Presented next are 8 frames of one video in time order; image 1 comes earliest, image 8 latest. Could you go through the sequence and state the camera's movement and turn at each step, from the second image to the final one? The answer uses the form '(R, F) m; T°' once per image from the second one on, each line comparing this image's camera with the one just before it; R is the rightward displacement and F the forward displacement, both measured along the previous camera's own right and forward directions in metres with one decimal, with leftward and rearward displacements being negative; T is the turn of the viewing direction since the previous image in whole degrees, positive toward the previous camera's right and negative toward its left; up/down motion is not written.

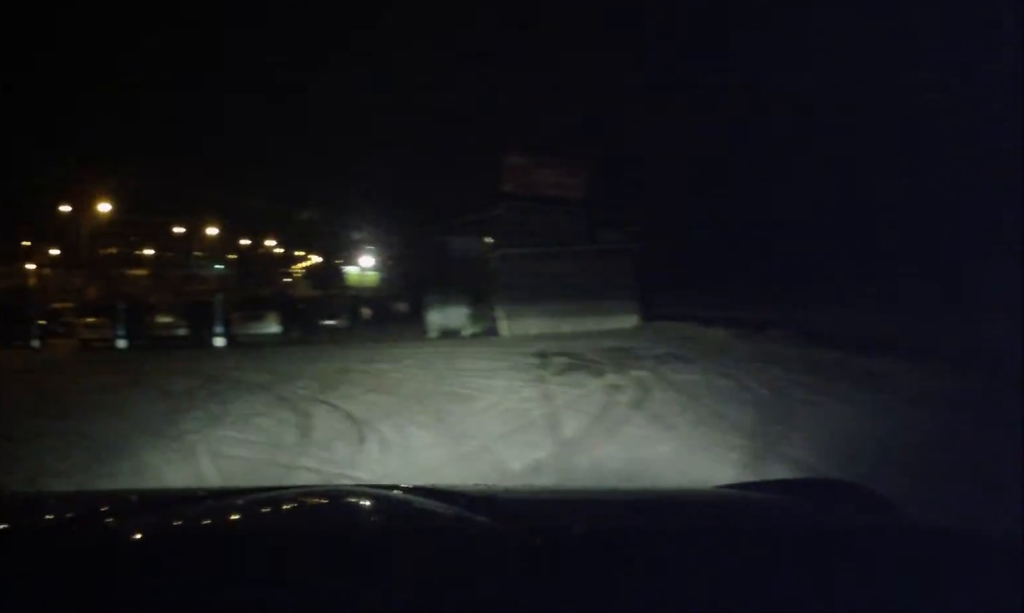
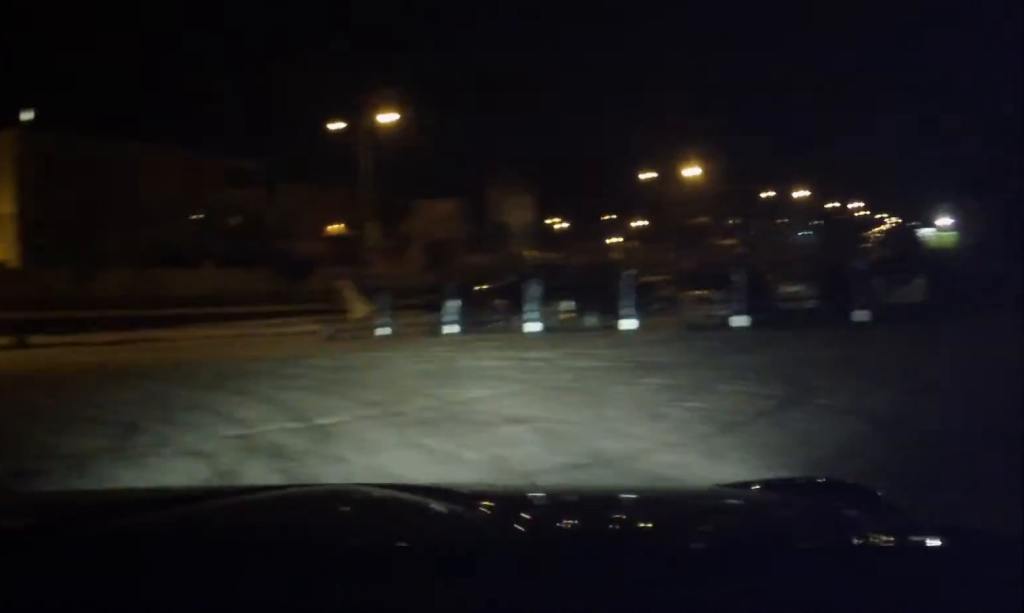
(+0.4, +7.1) m; +1°
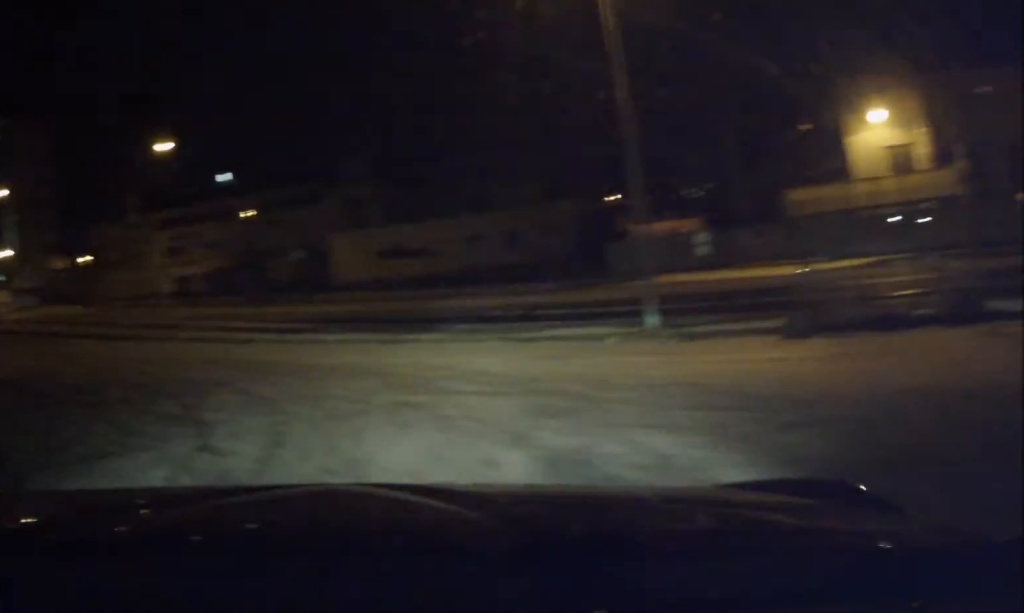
(-1.4, +8.9) m; -41°
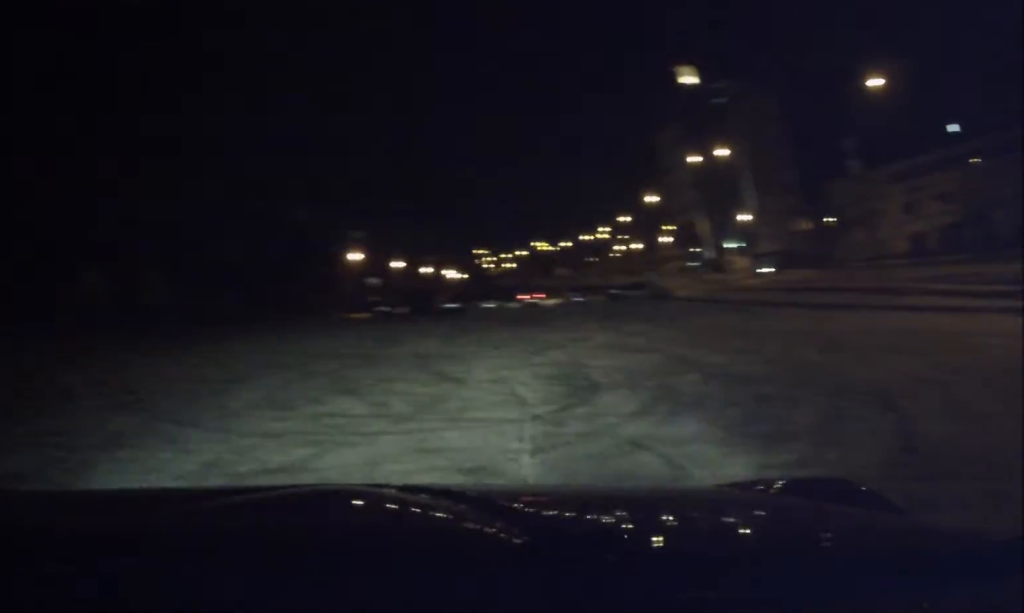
(-1.3, +3.4) m; -45°
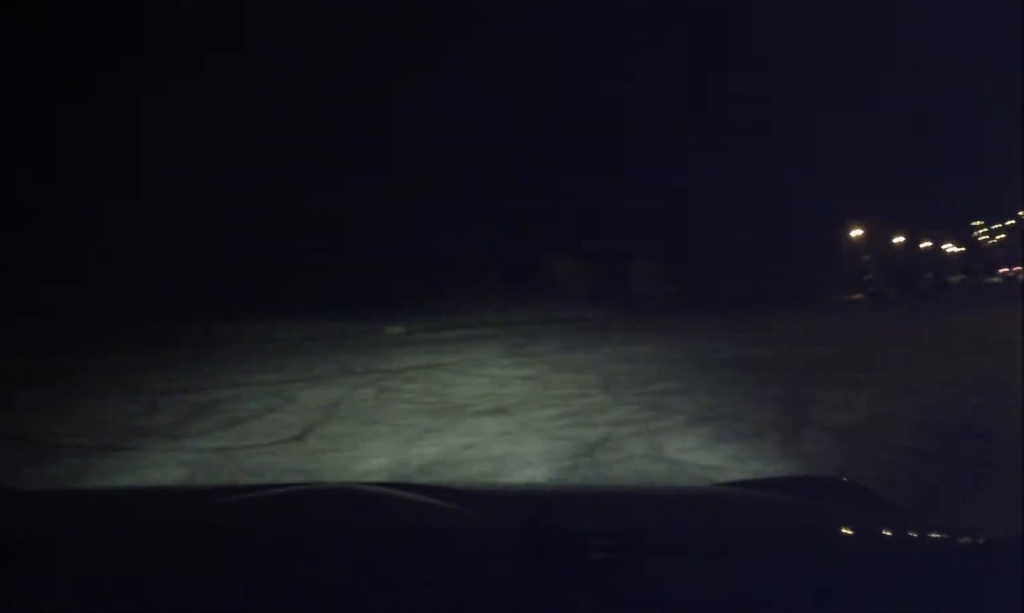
(-2.0, +5.2) m; -30°
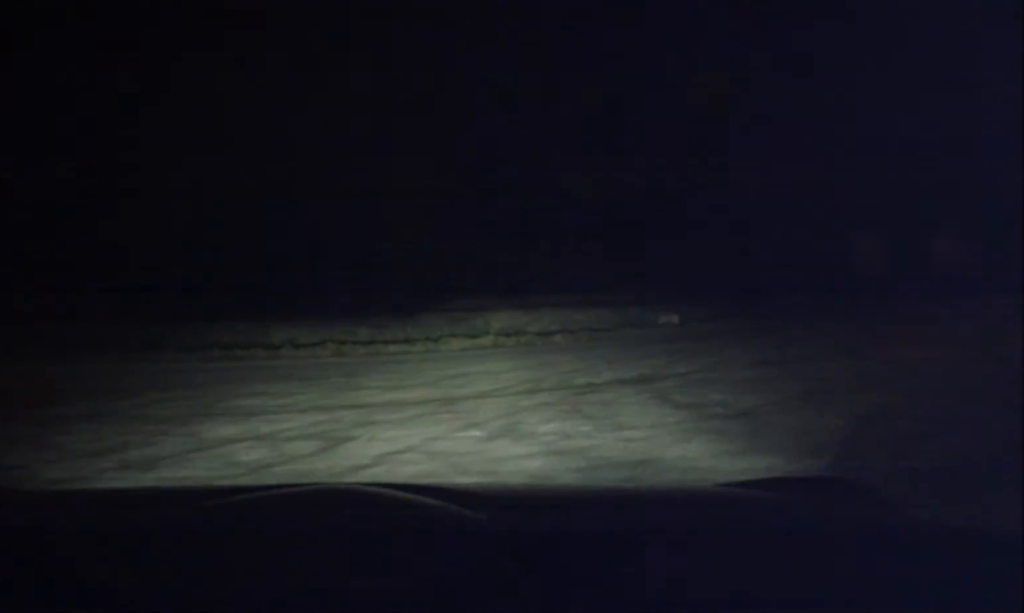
(-1.1, +6.0) m; -24°
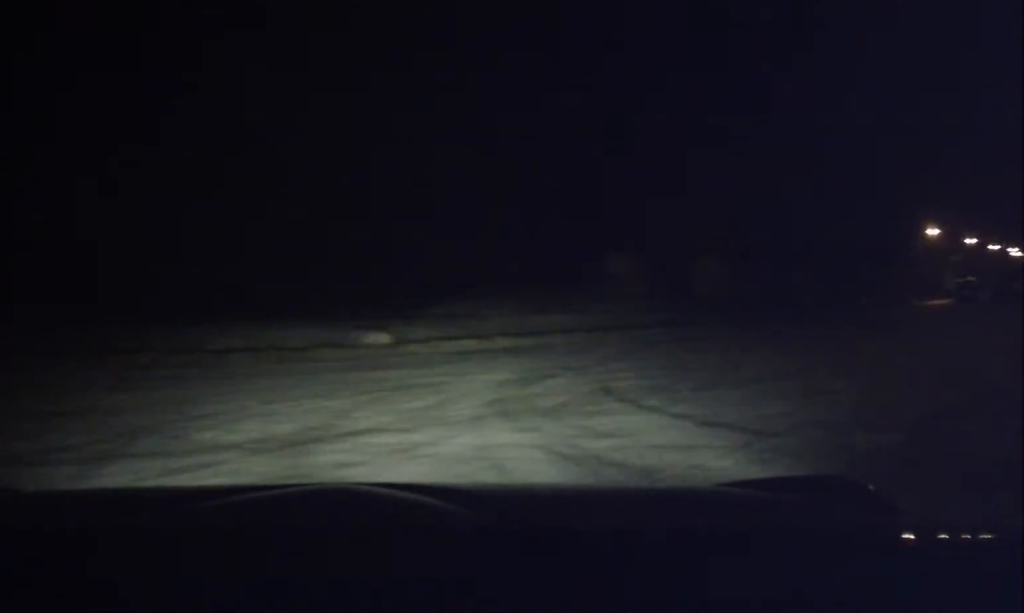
(-0.8, +4.2) m; -22°
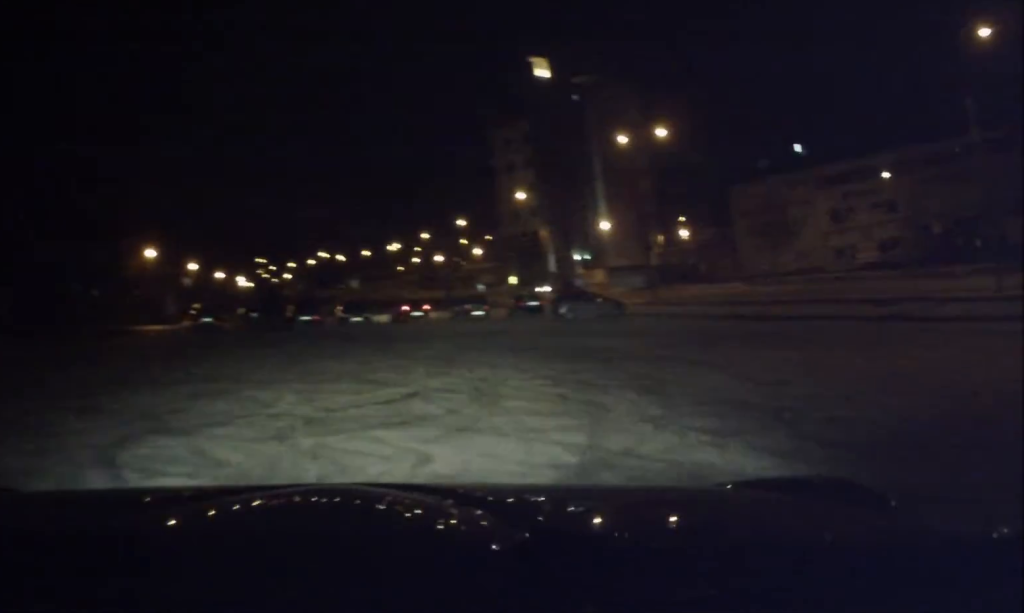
(-1.5, +4.8) m; -33°
